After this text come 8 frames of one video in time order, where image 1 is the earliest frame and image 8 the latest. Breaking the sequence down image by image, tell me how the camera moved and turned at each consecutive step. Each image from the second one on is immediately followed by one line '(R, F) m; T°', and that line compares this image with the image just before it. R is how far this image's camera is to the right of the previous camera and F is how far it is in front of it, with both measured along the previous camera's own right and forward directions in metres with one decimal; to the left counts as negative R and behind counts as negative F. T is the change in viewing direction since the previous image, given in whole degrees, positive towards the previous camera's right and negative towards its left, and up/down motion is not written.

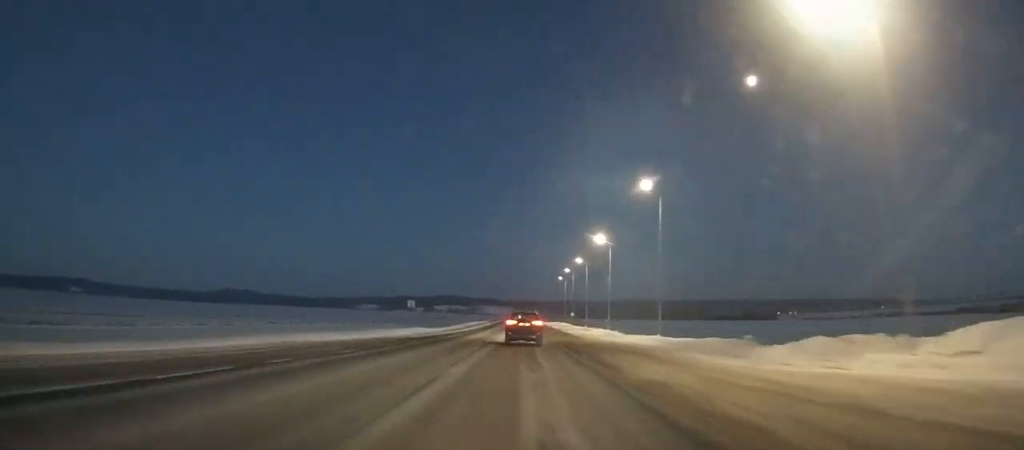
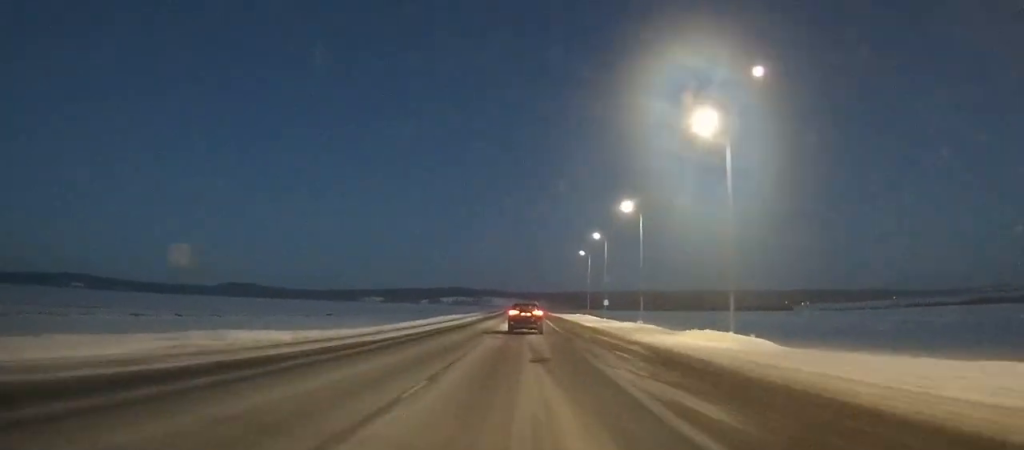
(0.0, +40.0) m; 0°
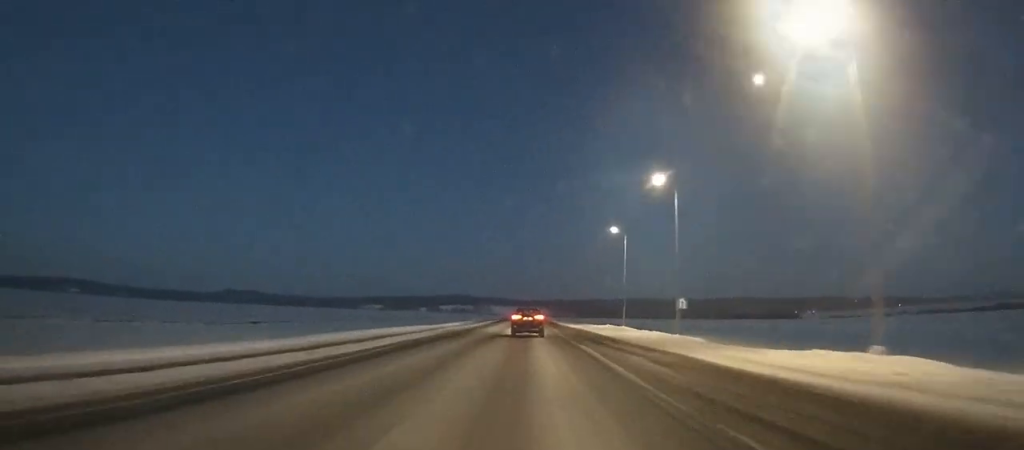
(-0.1, +36.3) m; 0°
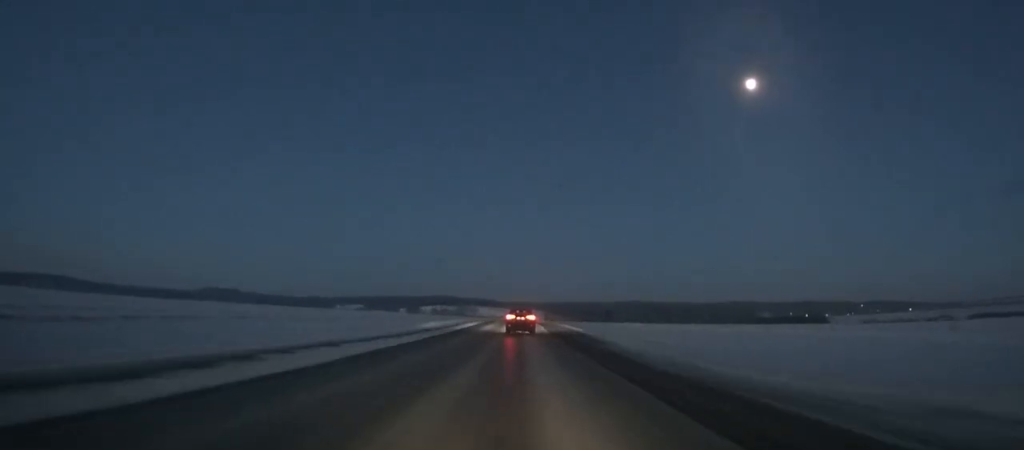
(+0.2, +158.4) m; 0°
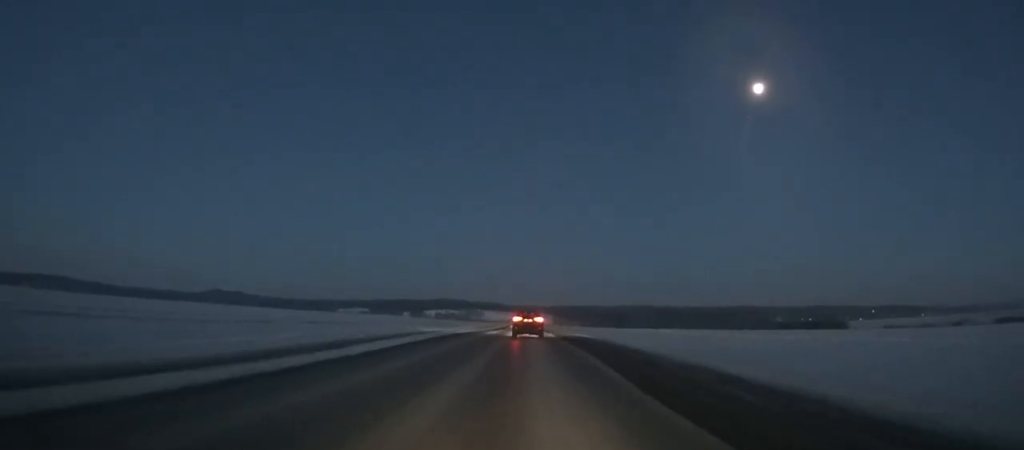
(+0.1, +39.6) m; 0°
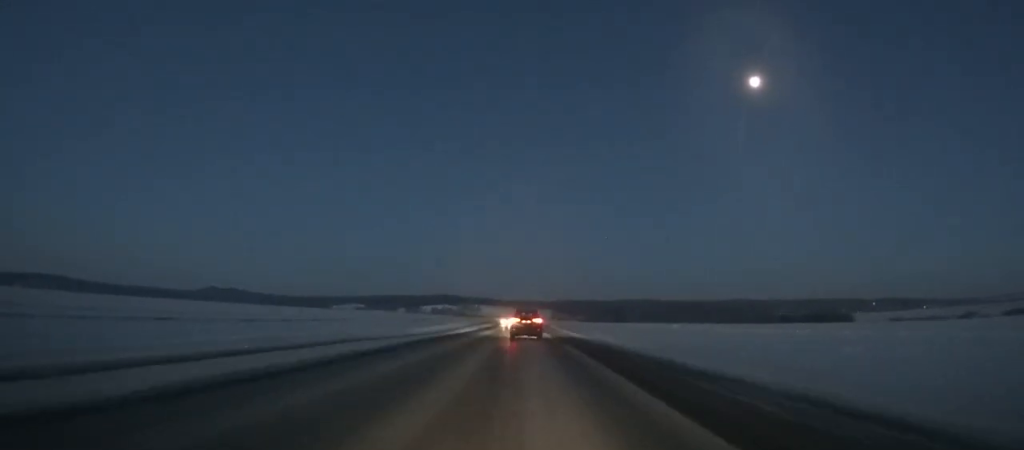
(0.0, +26.7) m; 0°
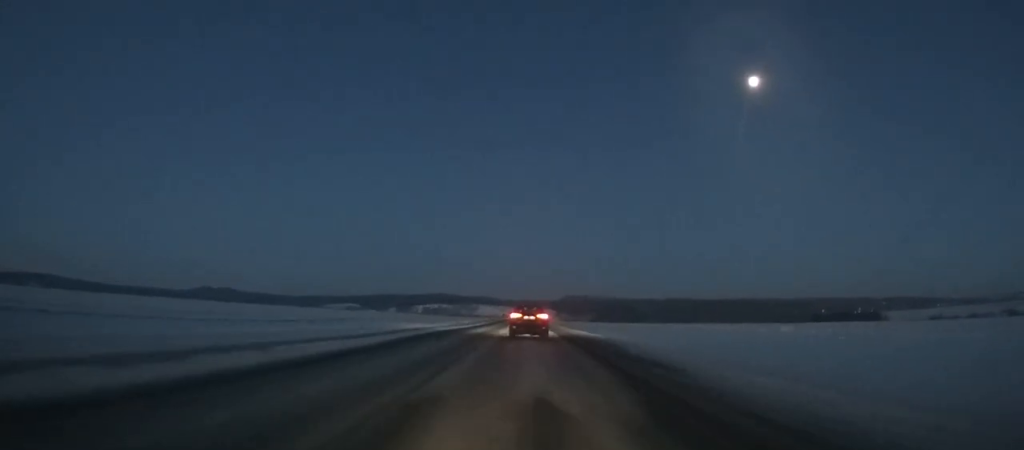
(-0.2, +97.7) m; 0°
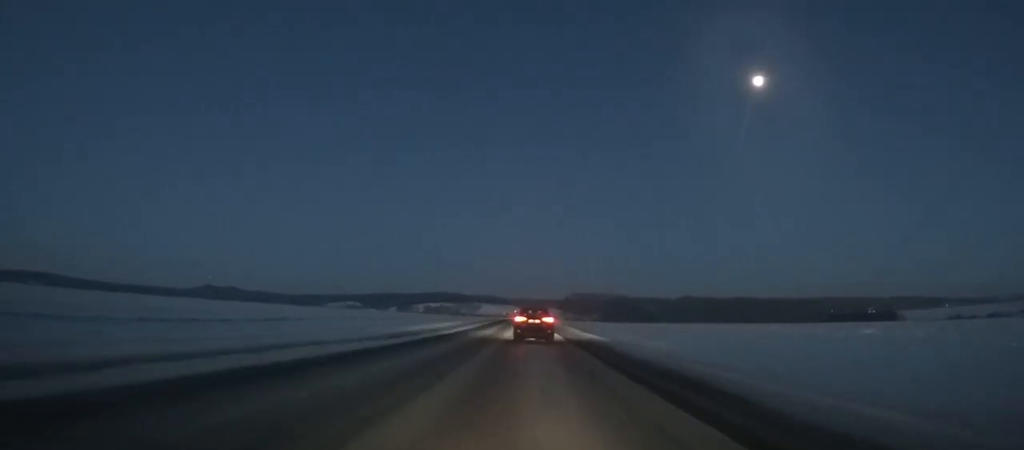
(0.0, +32.8) m; 0°
